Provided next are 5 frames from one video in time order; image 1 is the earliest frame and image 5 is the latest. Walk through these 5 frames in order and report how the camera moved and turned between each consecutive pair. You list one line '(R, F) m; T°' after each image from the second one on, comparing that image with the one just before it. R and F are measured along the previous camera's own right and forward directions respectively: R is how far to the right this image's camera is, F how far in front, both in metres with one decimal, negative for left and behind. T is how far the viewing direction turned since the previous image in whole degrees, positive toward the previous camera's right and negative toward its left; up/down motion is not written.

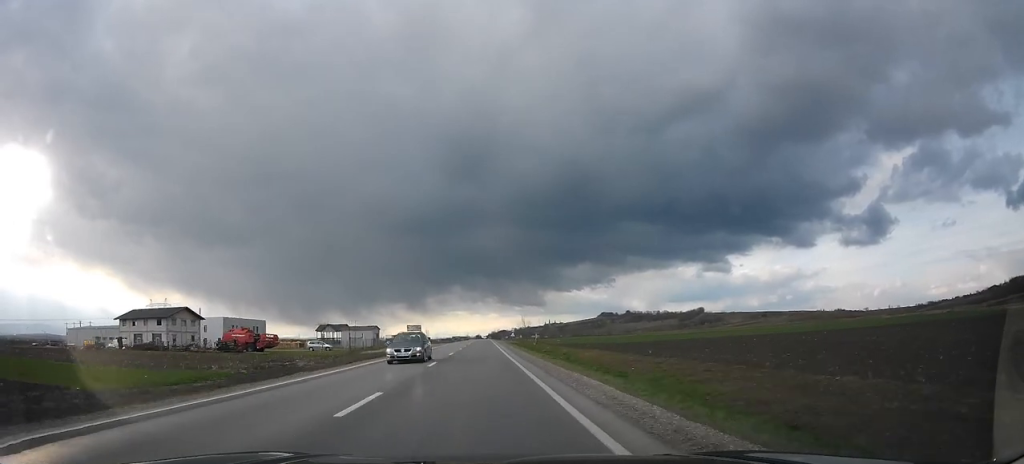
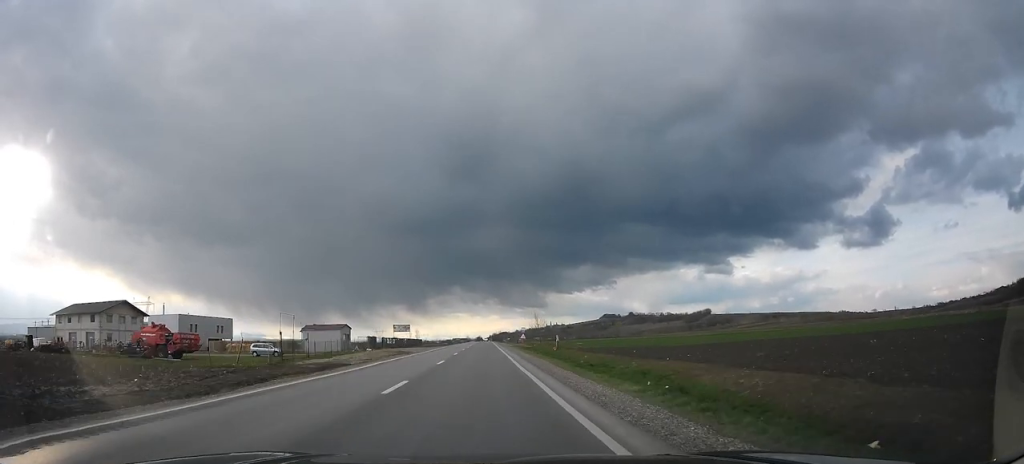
(0.0, +21.1) m; -1°
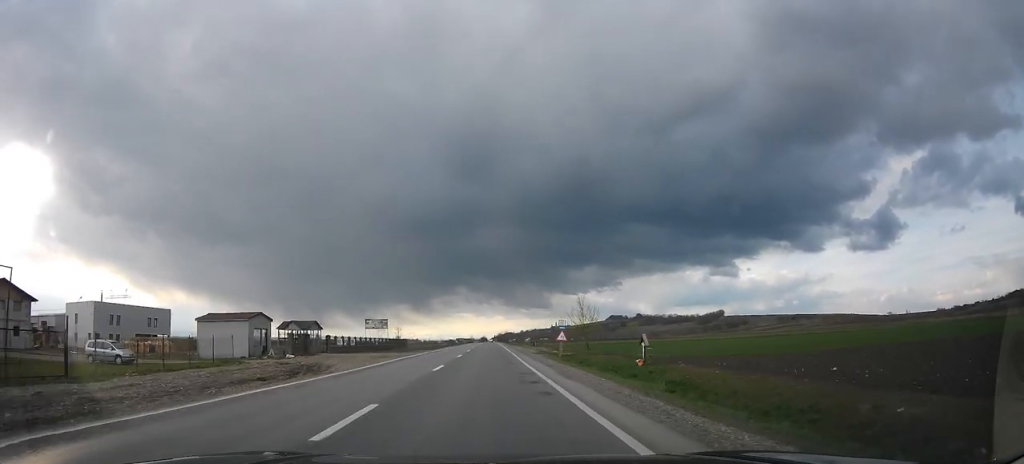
(-0.4, +29.4) m; -1°
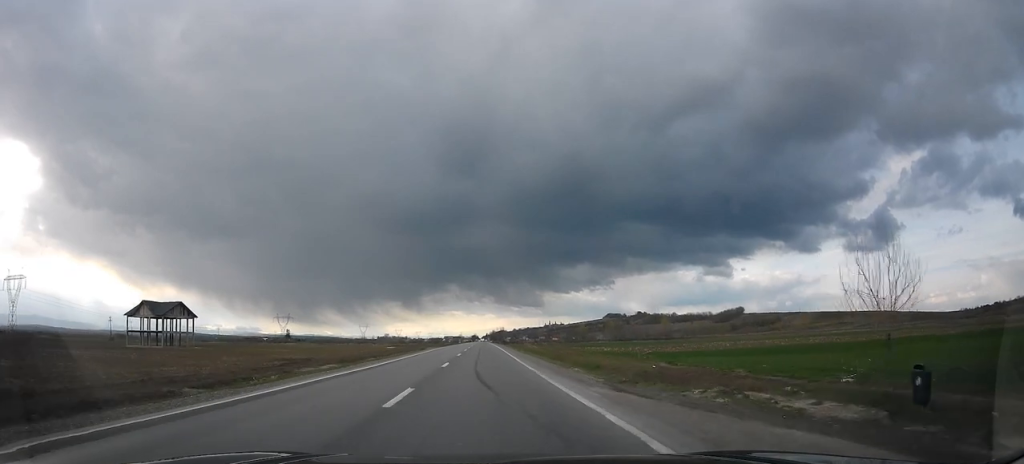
(-0.6, +82.6) m; 0°
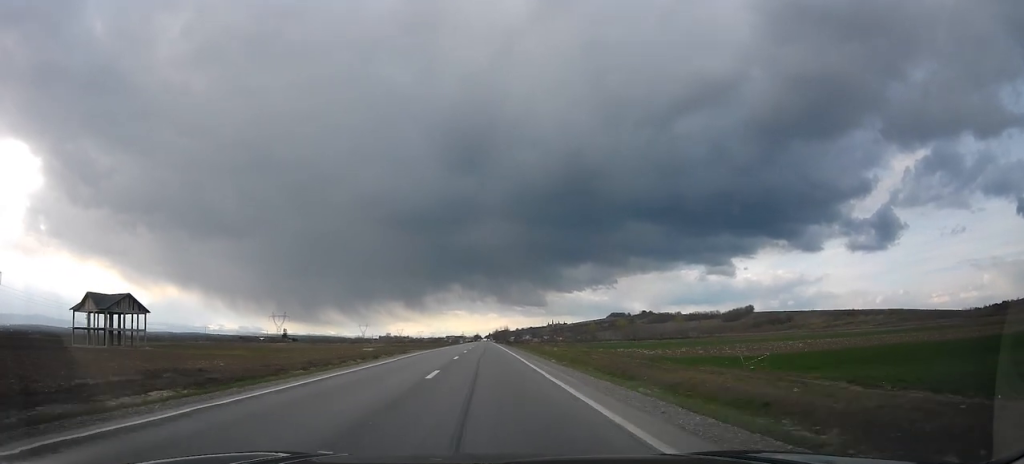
(+0.1, +17.9) m; 0°
